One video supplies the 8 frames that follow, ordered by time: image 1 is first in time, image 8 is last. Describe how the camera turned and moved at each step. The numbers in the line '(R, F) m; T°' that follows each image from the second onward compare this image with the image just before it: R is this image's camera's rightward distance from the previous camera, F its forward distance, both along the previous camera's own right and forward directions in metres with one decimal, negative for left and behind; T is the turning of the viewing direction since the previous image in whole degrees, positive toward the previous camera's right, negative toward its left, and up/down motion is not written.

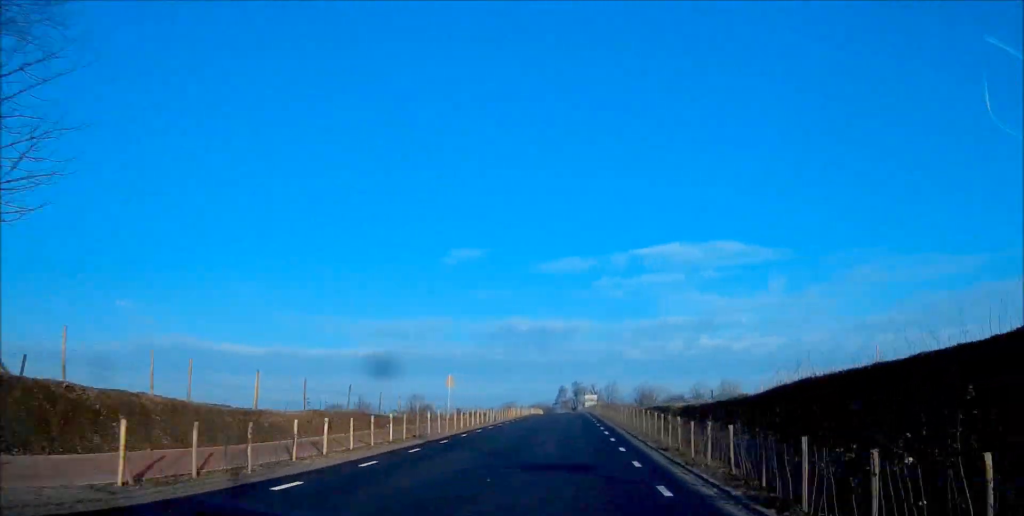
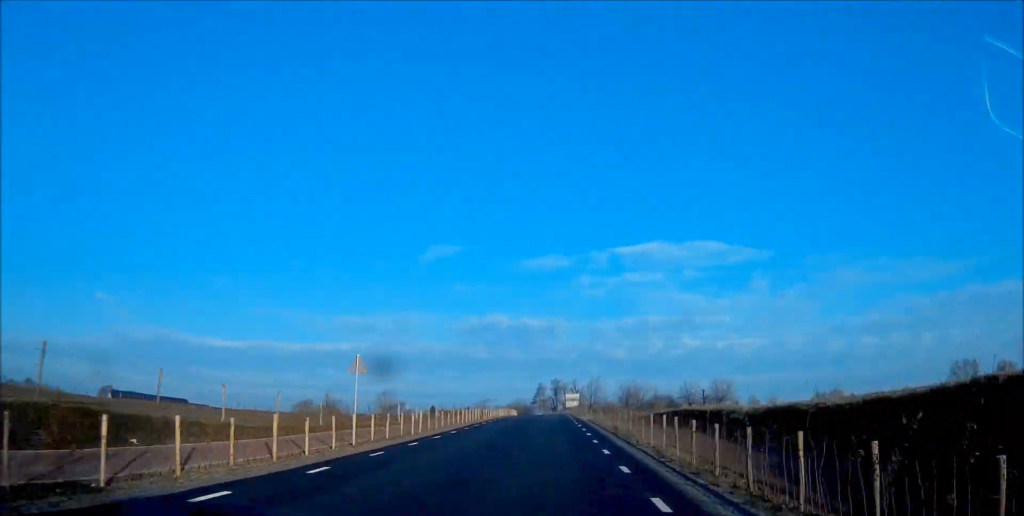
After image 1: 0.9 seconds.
(+0.3, +17.7) m; +1°
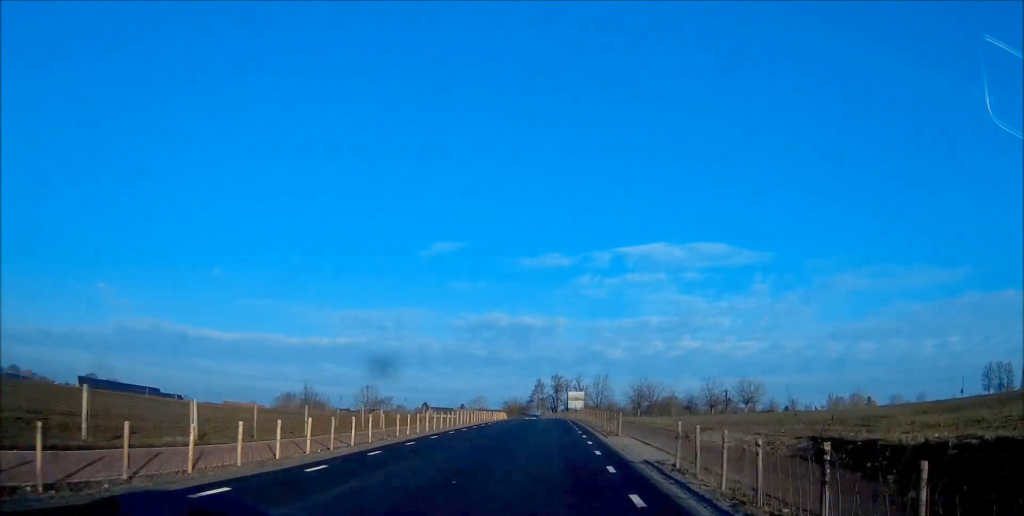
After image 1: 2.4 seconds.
(+0.2, +27.8) m; 0°
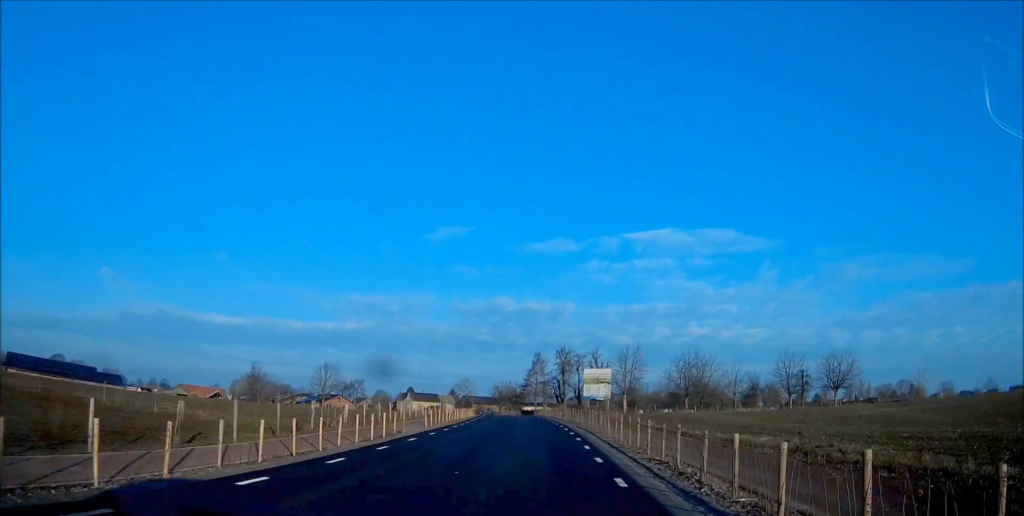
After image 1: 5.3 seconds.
(-0.3, +55.4) m; -2°
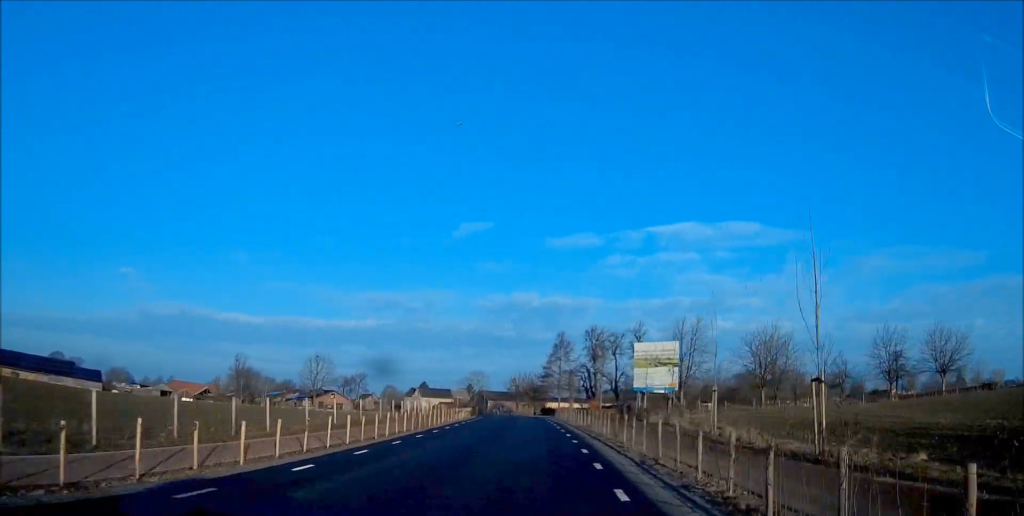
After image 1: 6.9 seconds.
(-0.3, +30.0) m; -2°
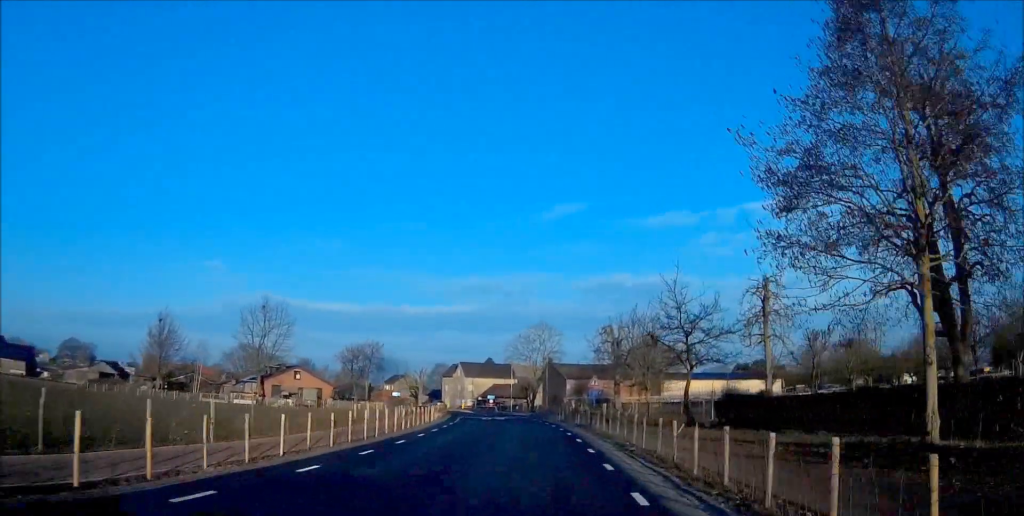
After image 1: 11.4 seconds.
(-5.9, +80.8) m; -9°
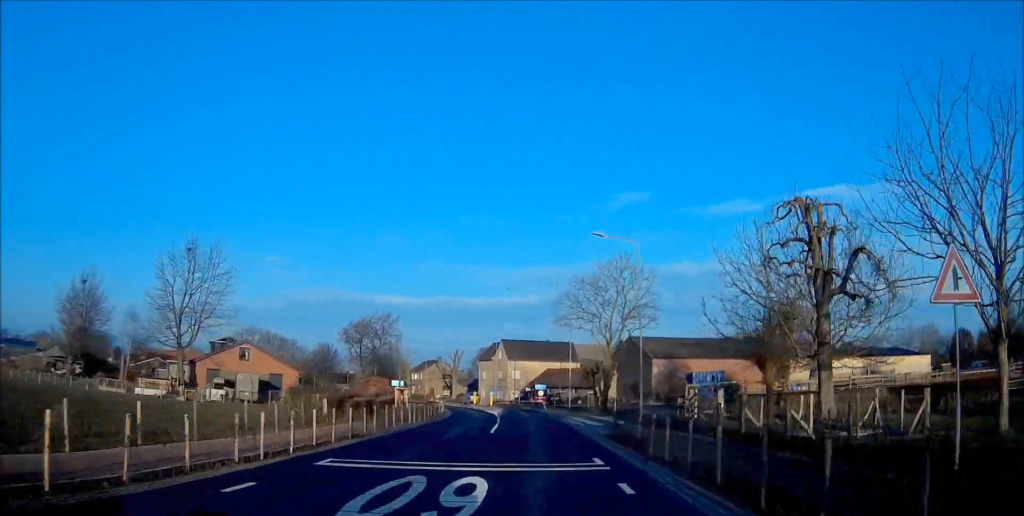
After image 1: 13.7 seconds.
(-1.8, +38.2) m; -4°
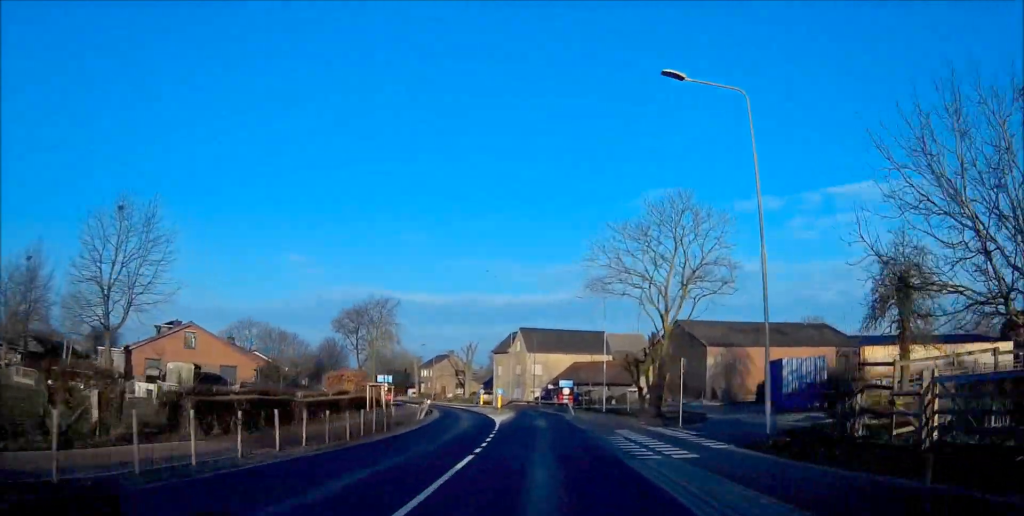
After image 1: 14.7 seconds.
(-0.1, +16.3) m; -1°
